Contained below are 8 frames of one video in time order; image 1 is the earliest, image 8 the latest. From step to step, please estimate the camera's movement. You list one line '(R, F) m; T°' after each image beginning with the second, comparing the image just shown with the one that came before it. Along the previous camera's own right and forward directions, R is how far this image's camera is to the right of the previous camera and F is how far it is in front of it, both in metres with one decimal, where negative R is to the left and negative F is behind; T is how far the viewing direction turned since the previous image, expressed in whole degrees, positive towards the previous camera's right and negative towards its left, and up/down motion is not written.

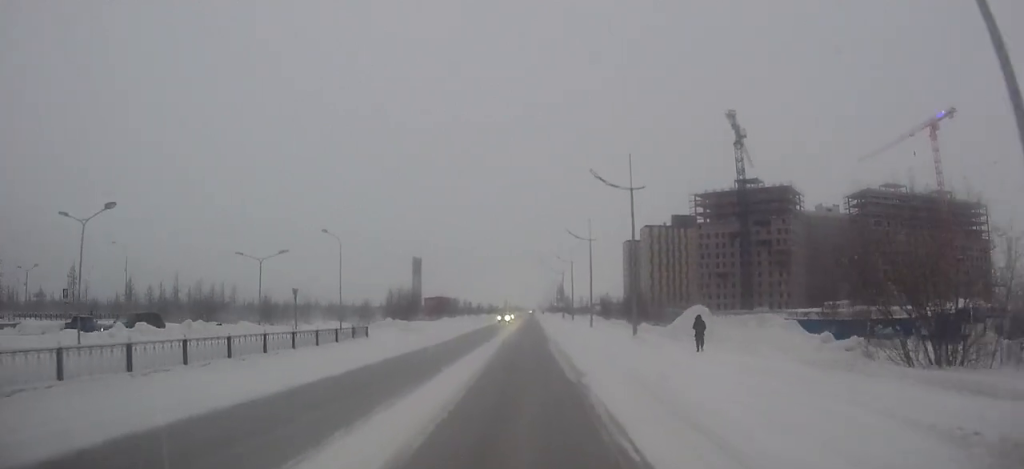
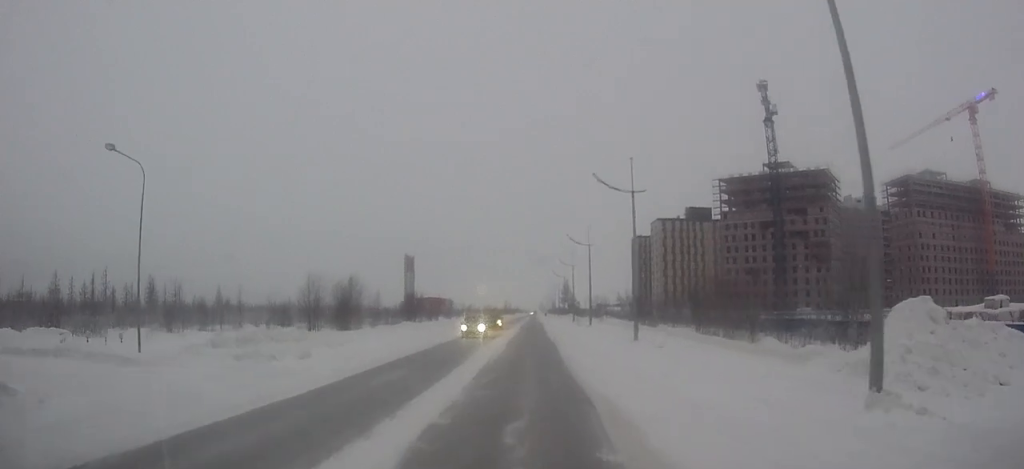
(0.0, +26.5) m; 0°
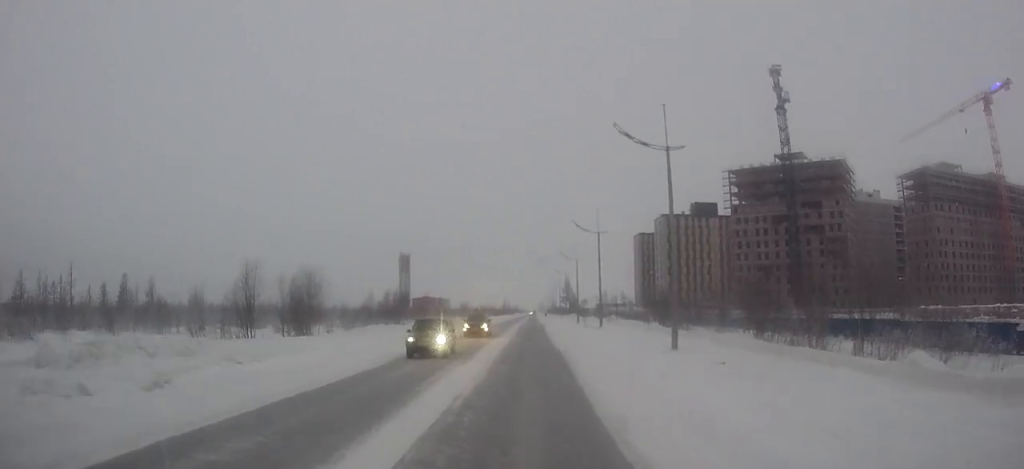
(0.0, +10.3) m; 0°
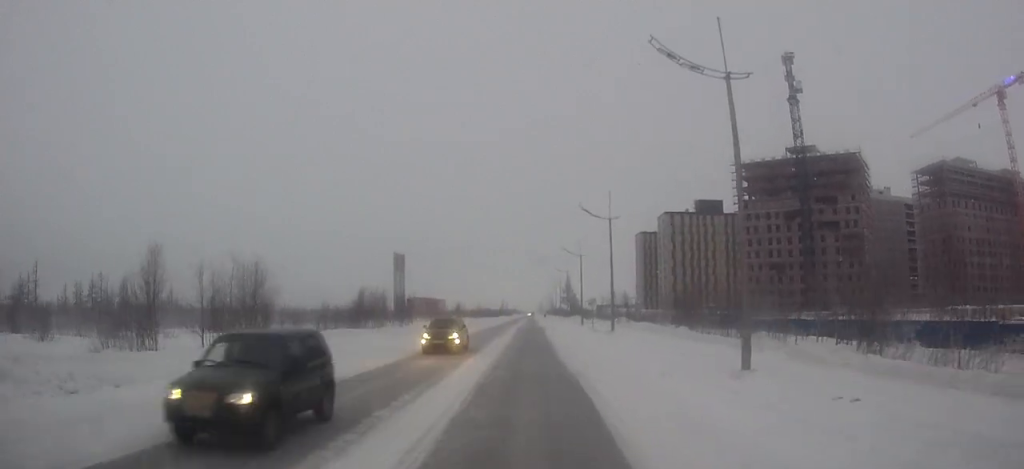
(+0.1, +9.5) m; 0°
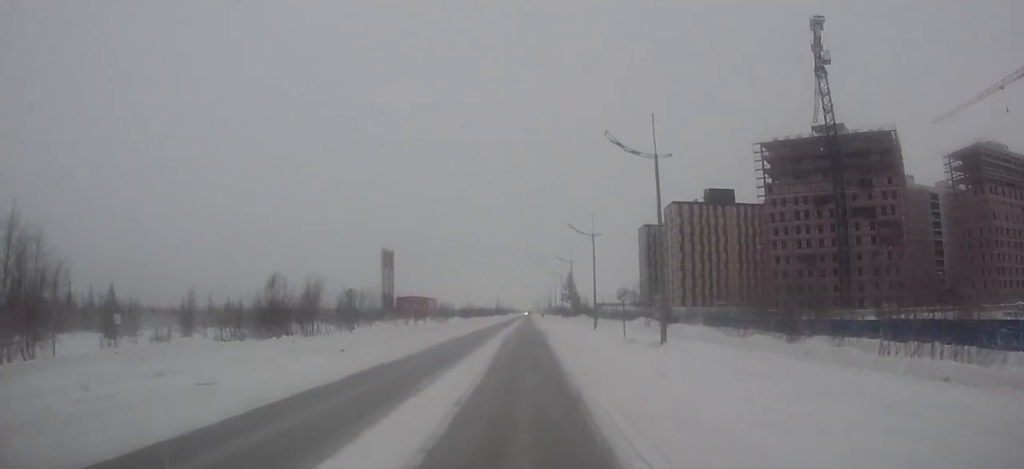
(0.0, +19.4) m; 0°
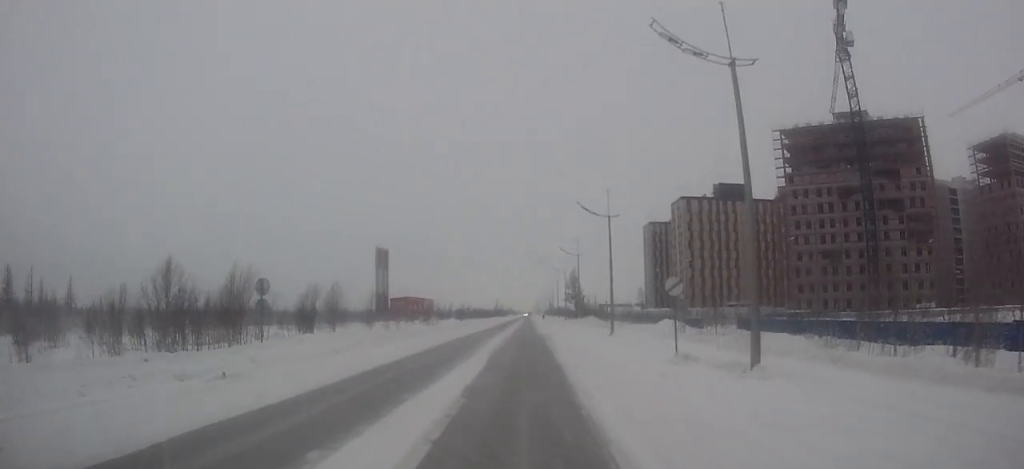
(0.0, +12.1) m; 0°
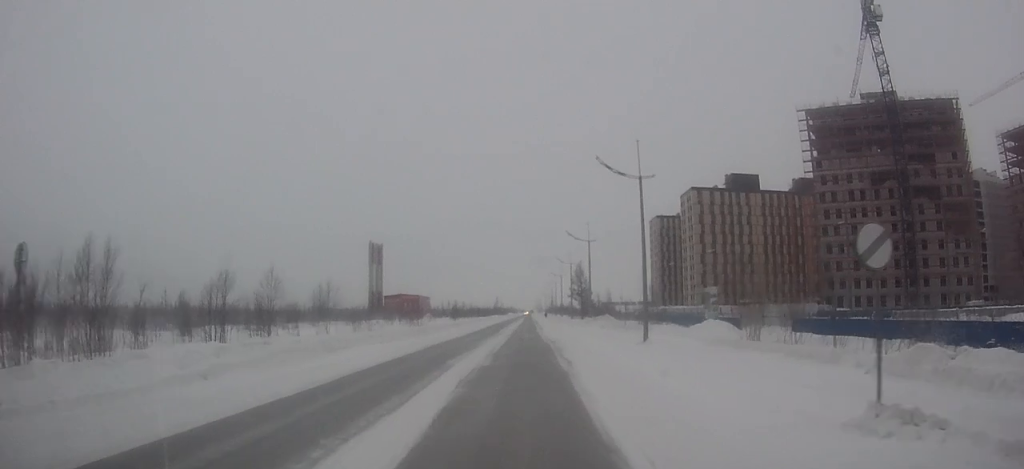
(0.0, +13.4) m; 0°
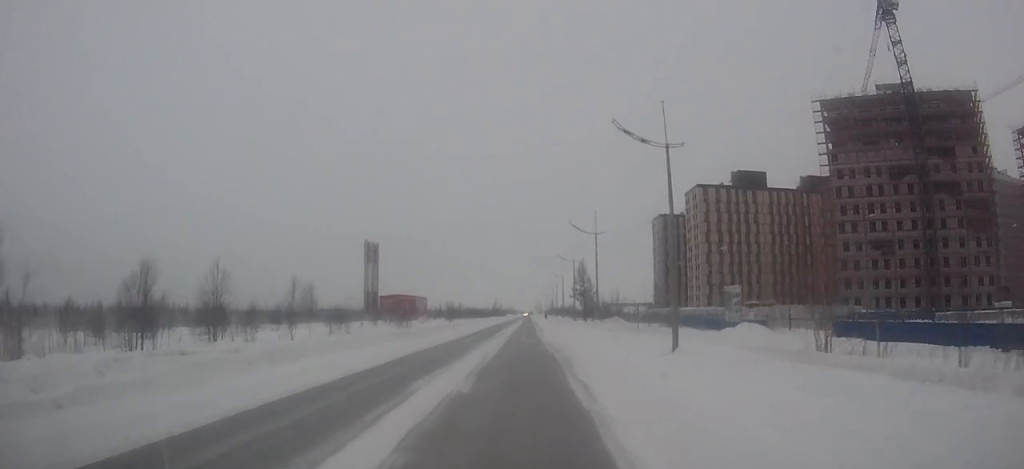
(0.0, +7.0) m; 0°
